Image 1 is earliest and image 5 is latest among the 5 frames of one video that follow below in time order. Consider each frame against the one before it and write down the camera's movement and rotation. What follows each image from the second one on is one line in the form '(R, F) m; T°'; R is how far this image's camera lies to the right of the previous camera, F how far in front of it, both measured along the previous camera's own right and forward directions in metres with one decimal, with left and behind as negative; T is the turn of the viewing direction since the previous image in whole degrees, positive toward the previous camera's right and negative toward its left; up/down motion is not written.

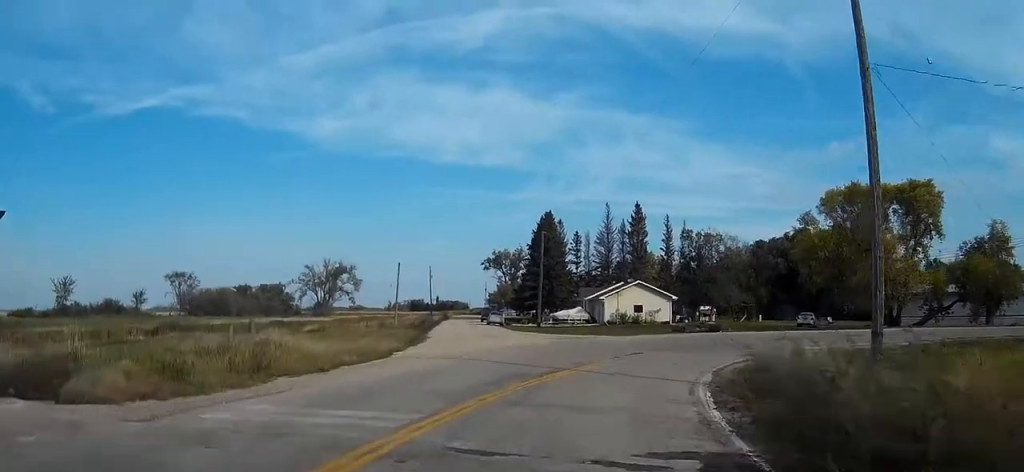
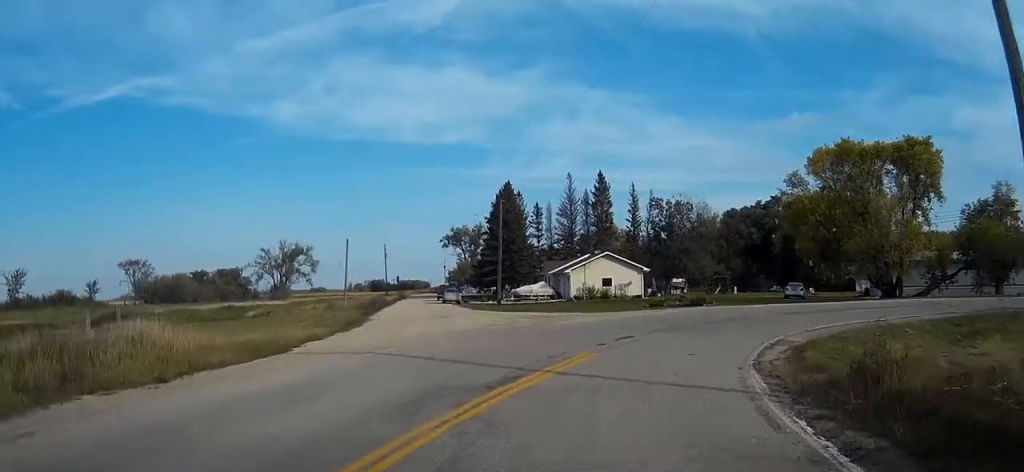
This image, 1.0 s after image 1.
(+0.2, +6.5) m; +5°
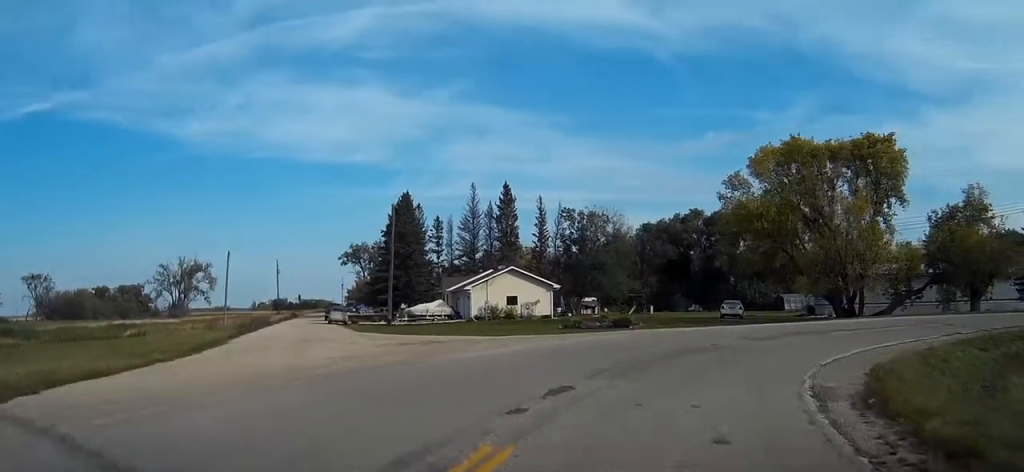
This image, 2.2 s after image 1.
(+0.5, +7.8) m; +6°
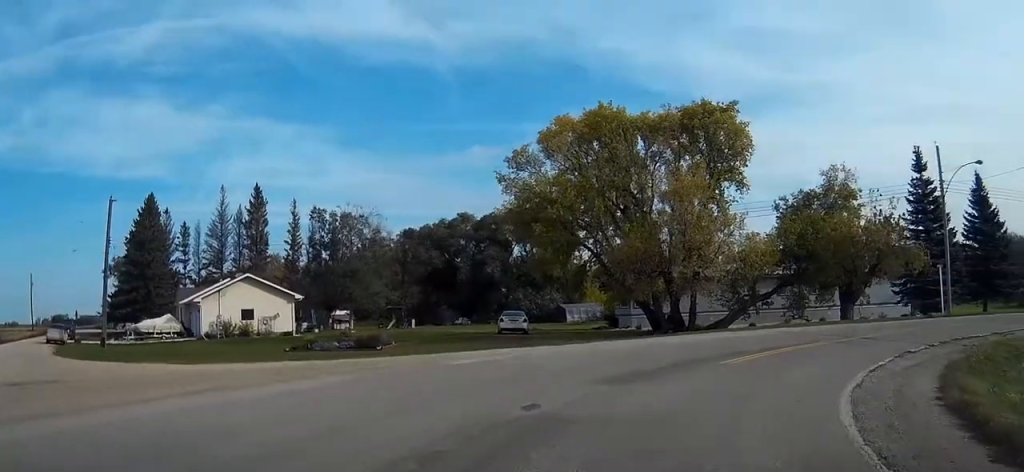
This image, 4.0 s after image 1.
(+1.4, +11.1) m; +19°
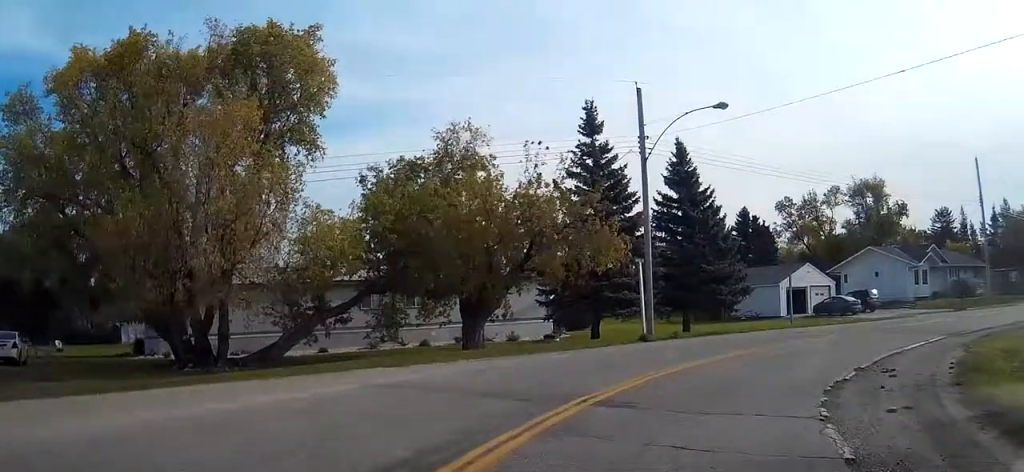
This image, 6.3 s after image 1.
(+4.7, +14.4) m; +37°
